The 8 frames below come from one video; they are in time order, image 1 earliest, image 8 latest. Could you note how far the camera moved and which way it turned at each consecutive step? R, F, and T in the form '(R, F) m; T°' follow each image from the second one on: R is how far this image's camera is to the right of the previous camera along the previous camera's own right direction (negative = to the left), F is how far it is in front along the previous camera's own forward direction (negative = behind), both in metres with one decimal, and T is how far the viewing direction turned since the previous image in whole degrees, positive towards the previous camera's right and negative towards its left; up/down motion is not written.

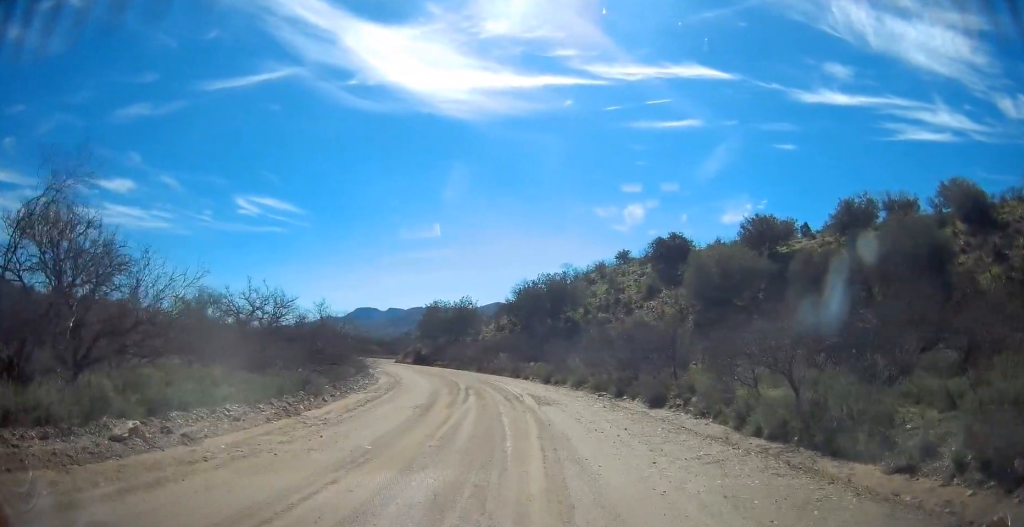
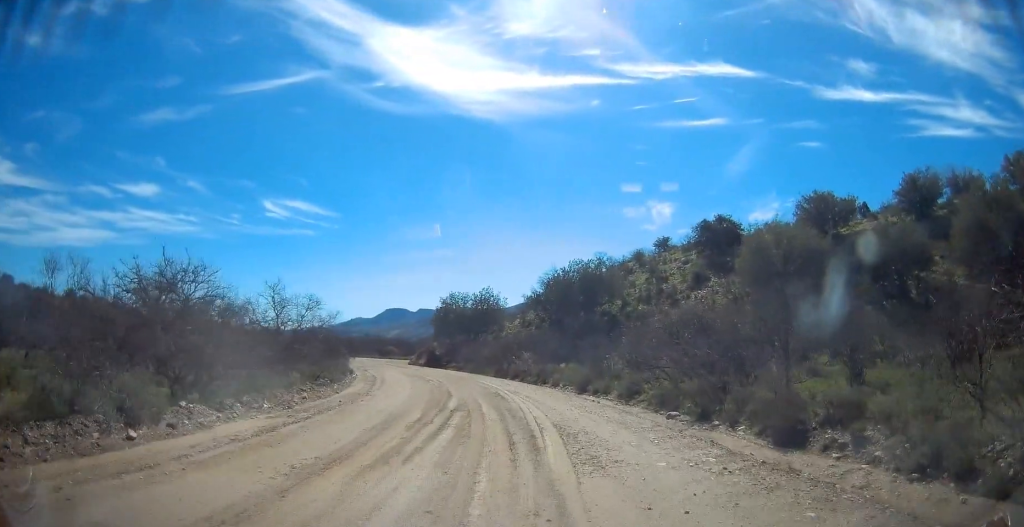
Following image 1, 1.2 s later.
(+0.2, +9.8) m; -2°
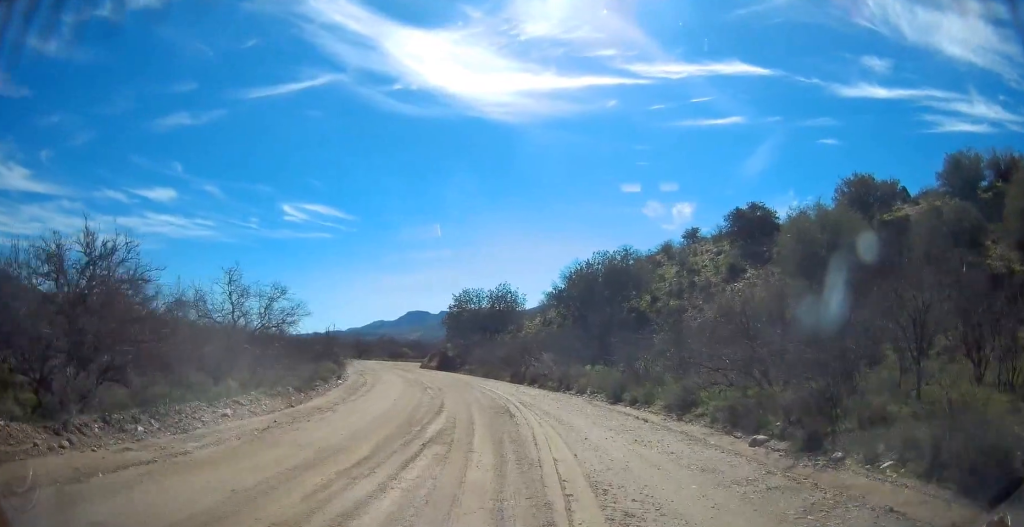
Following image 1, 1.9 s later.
(-0.3, +5.7) m; -4°
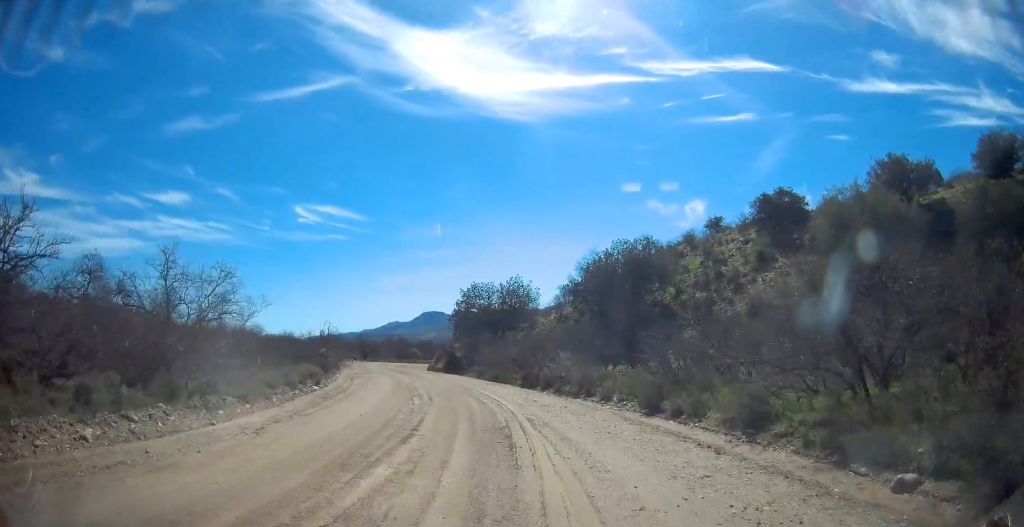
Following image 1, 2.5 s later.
(+0.1, +4.9) m; -3°
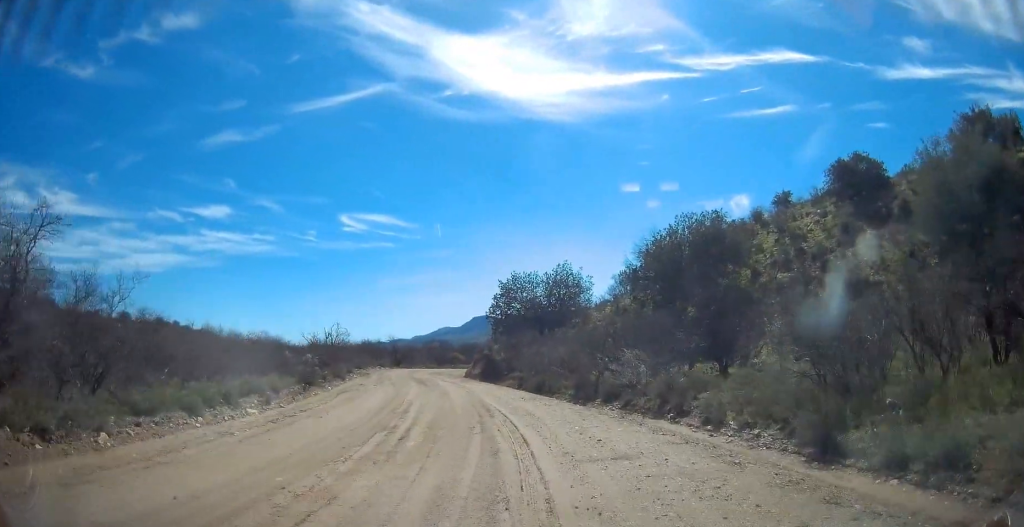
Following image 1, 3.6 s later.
(-0.6, +8.9) m; -2°
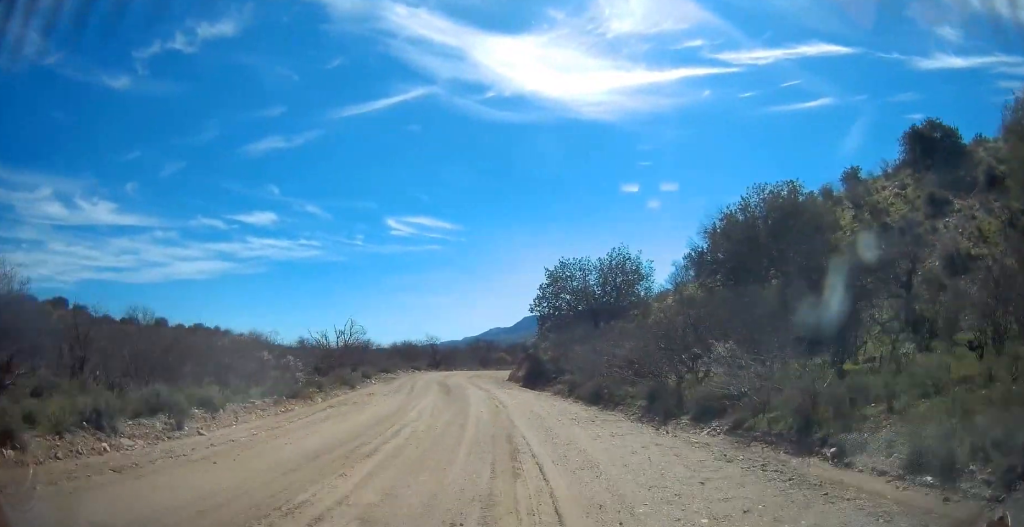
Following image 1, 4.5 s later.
(+0.2, +6.6) m; -2°
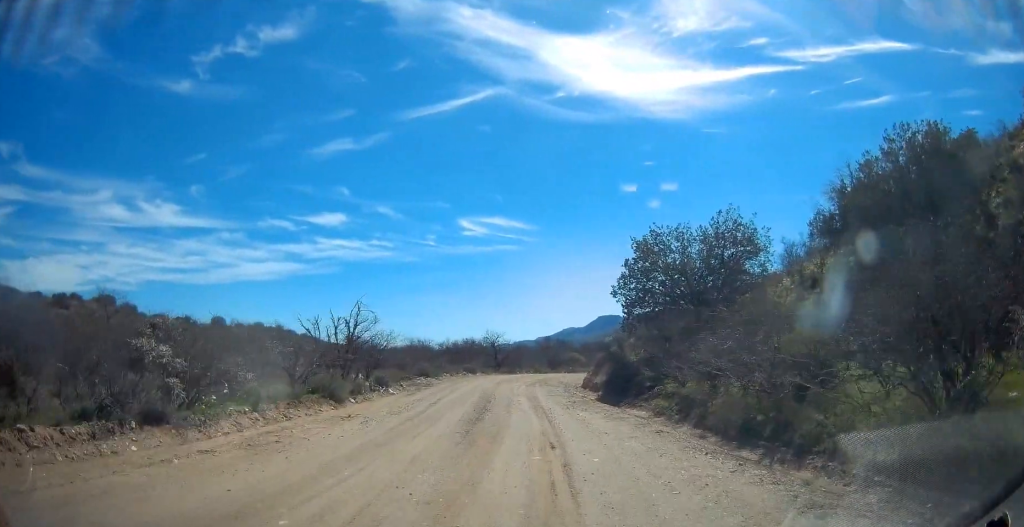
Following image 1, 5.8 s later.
(-0.7, +10.1) m; -11°
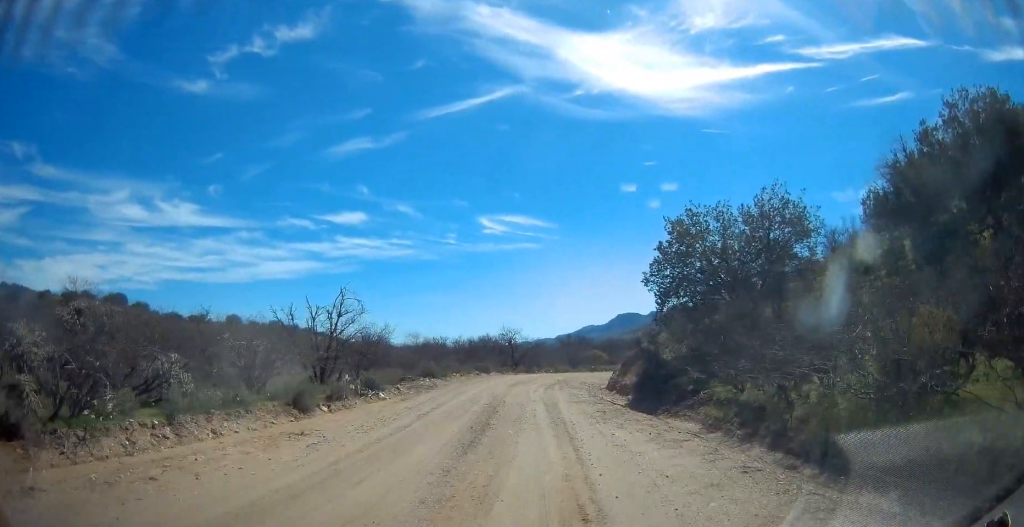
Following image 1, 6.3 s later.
(-0.3, +4.1) m; -1°
